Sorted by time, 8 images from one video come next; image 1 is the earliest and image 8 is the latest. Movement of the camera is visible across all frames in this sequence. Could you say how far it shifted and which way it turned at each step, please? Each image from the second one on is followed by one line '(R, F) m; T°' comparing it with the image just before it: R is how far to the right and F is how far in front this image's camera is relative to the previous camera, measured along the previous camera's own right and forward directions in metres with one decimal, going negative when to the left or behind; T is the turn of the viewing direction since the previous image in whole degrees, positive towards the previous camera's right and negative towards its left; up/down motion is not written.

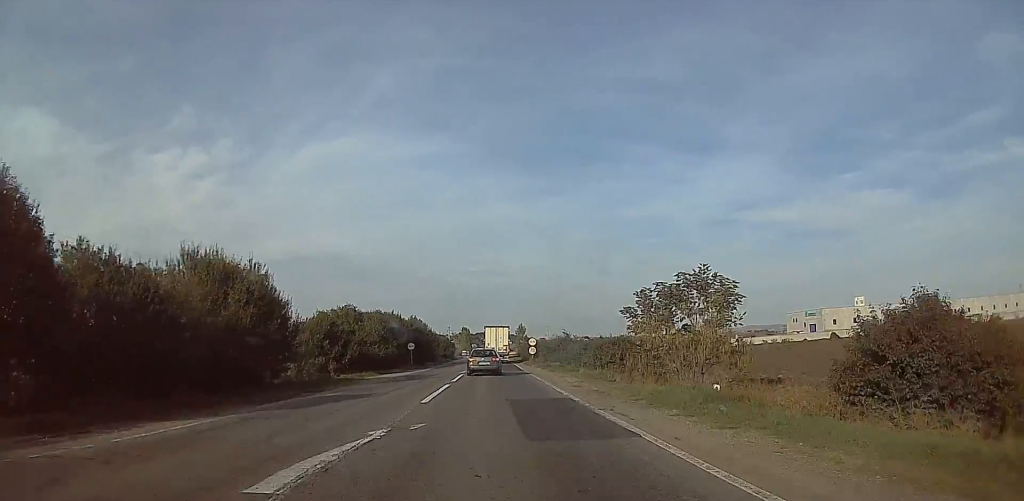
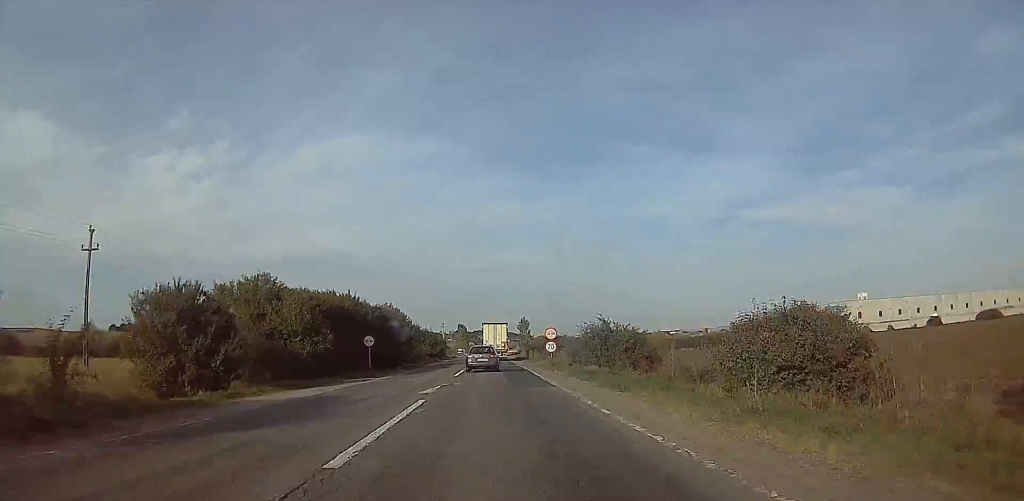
(+0.5, +21.3) m; -1°
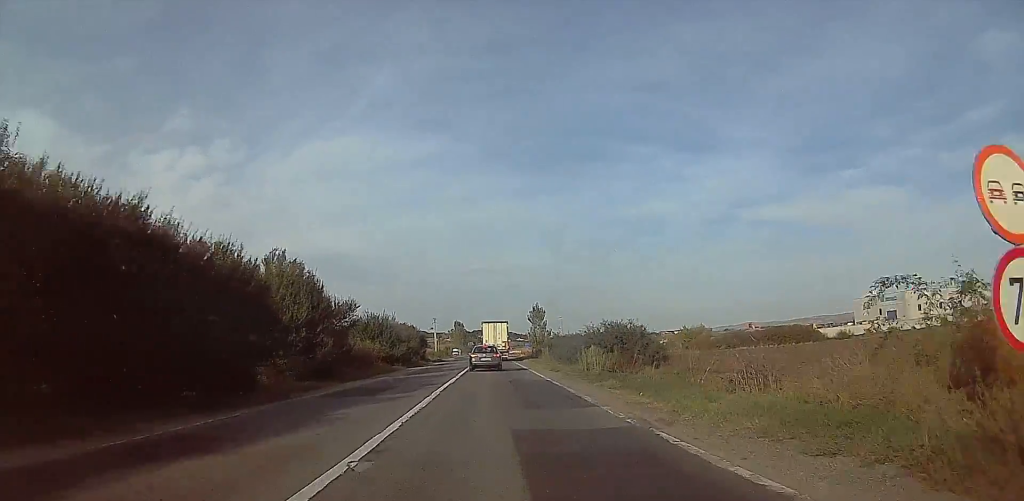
(-0.6, +37.8) m; +1°
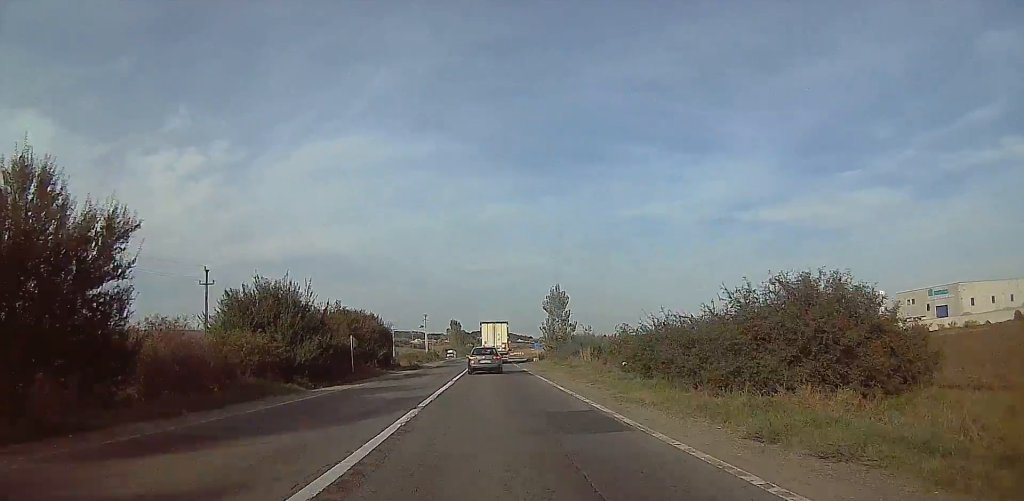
(+0.5, +26.8) m; -1°
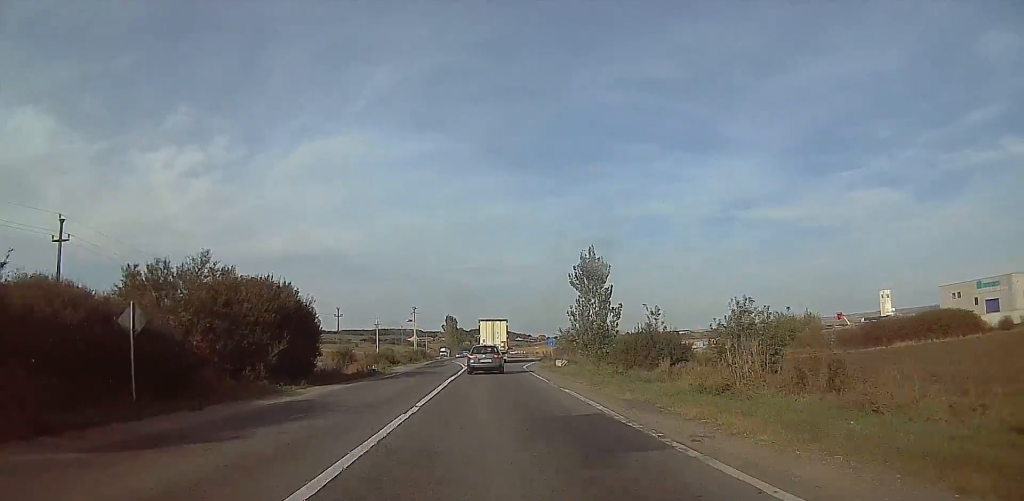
(-1.0, +23.2) m; -2°
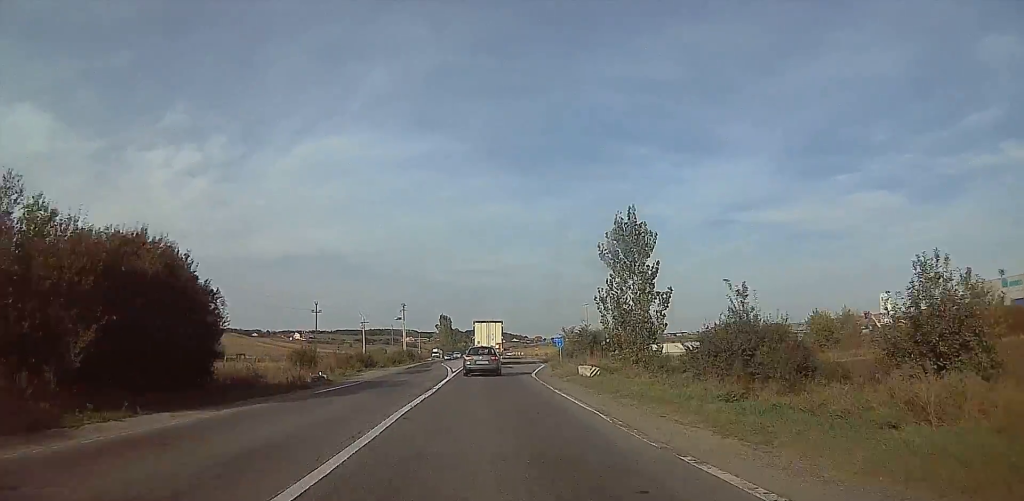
(+0.3, +12.4) m; +1°
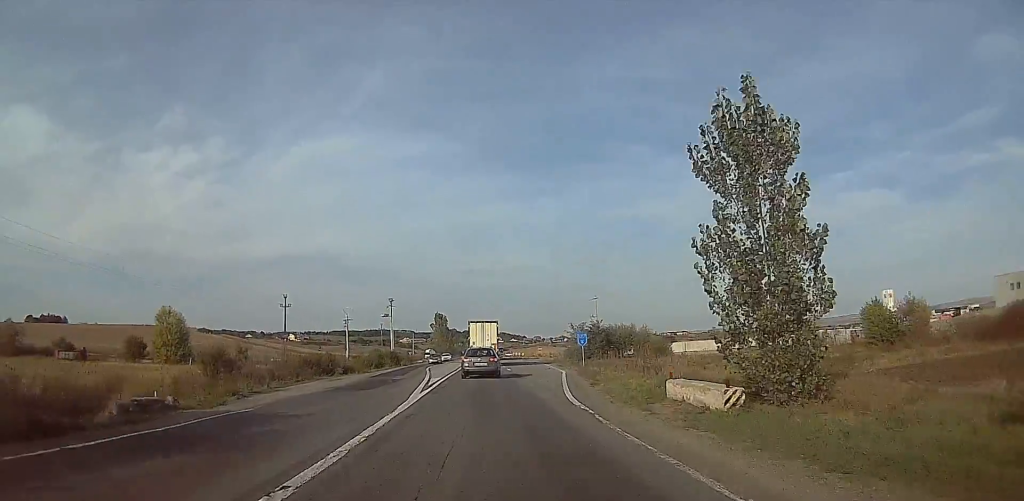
(+0.1, +15.5) m; +2°
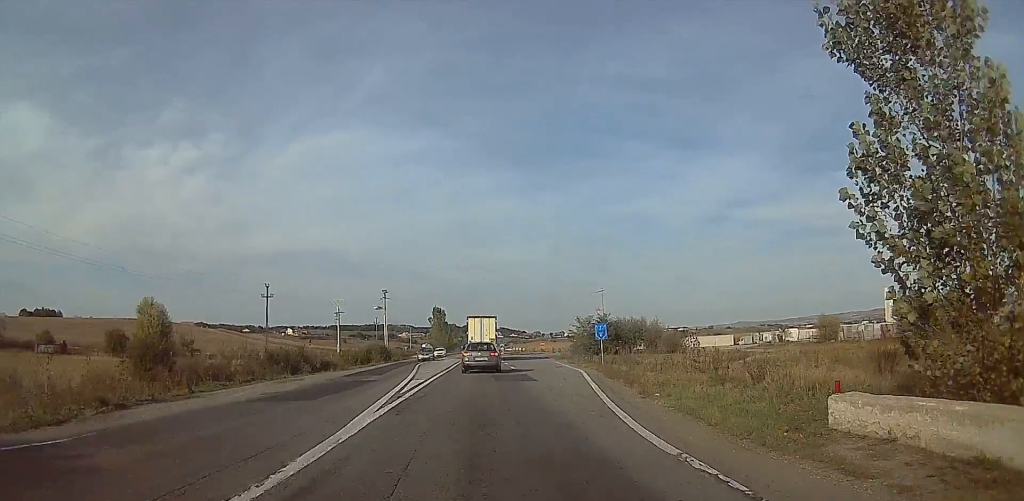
(-0.2, +7.7) m; +1°
